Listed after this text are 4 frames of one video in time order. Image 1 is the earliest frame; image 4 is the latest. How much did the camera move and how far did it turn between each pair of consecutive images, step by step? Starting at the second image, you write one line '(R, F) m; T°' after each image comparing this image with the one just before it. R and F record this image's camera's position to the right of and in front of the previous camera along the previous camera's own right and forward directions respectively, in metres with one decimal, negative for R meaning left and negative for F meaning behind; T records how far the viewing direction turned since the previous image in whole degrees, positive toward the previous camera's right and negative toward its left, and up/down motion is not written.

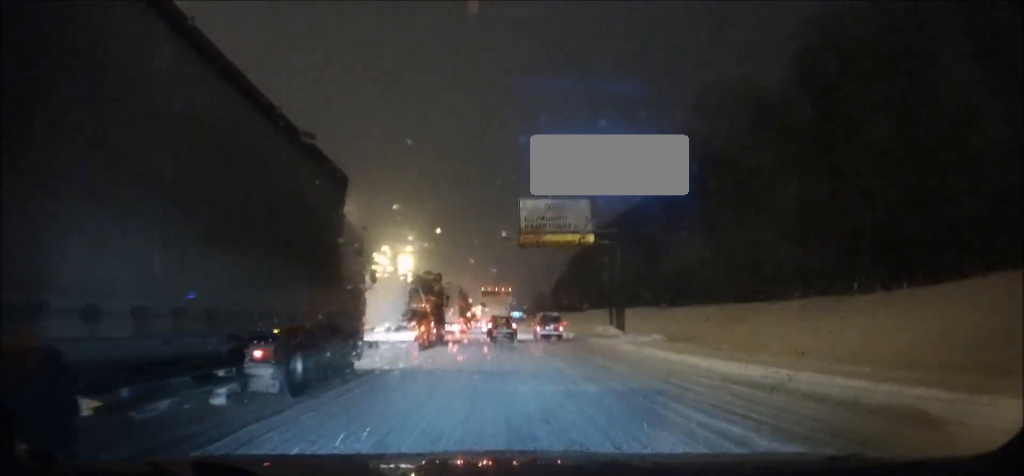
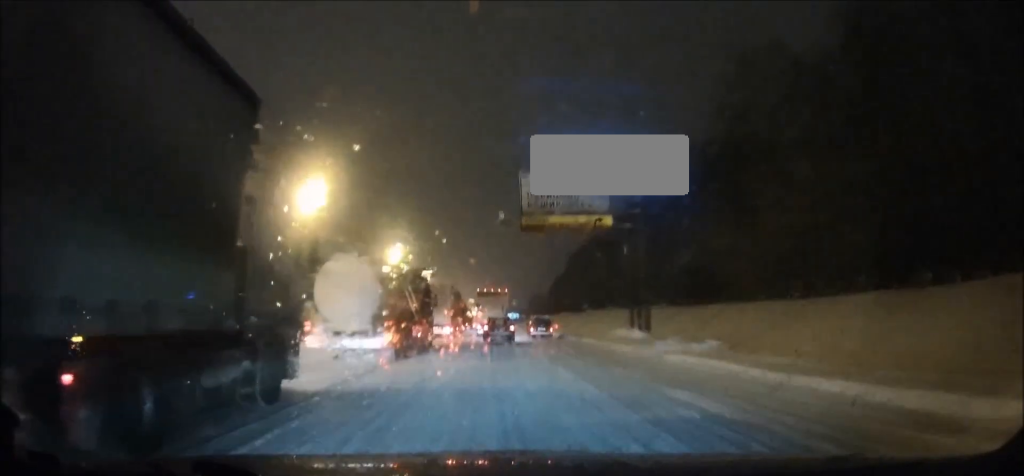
(+0.2, +6.6) m; +3°
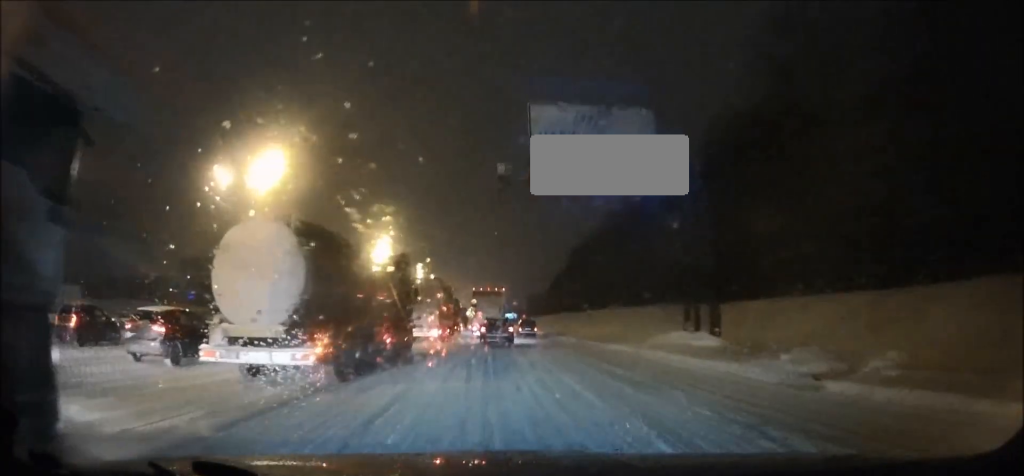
(-0.3, +9.0) m; -4°
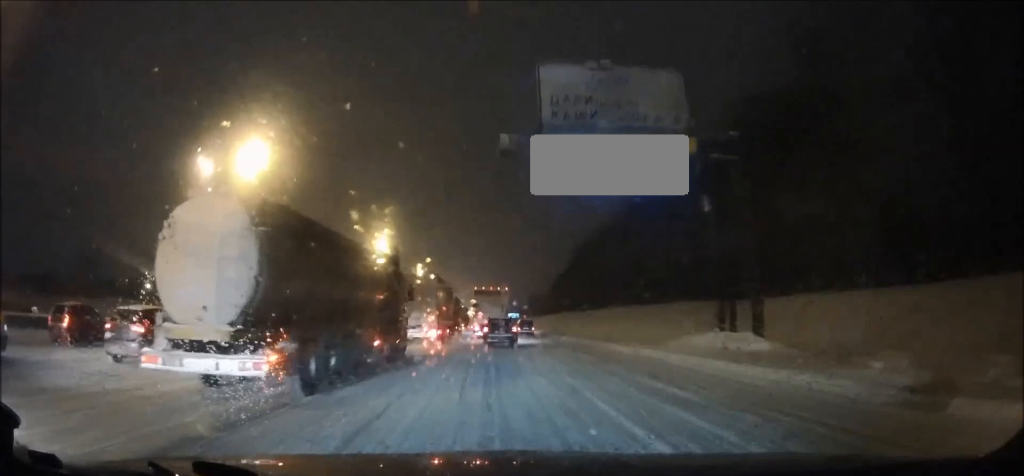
(0.0, +3.0) m; 0°
